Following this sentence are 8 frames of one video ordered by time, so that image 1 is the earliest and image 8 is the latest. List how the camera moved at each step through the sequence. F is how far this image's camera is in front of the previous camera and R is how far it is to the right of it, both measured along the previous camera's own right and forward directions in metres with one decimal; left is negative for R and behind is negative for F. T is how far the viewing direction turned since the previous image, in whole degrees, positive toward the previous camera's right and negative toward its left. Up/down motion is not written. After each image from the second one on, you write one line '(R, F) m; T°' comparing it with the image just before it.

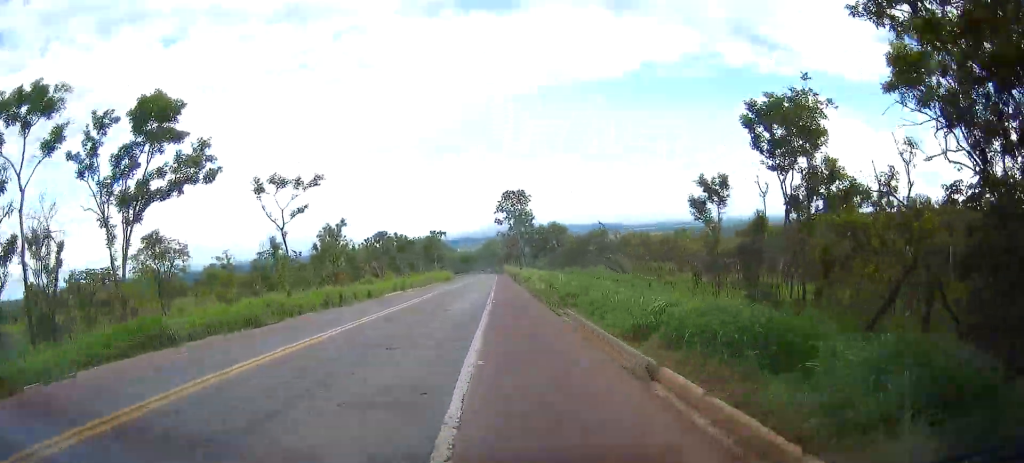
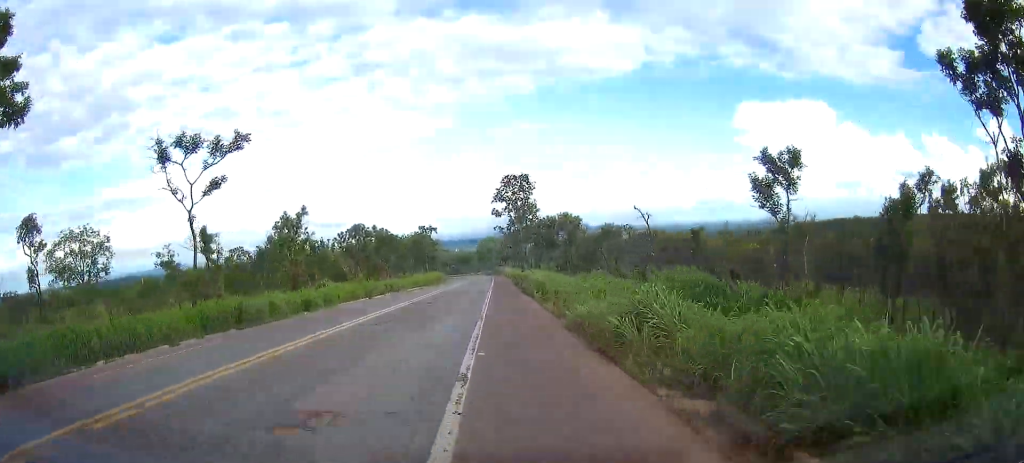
(-0.1, +15.5) m; -1°
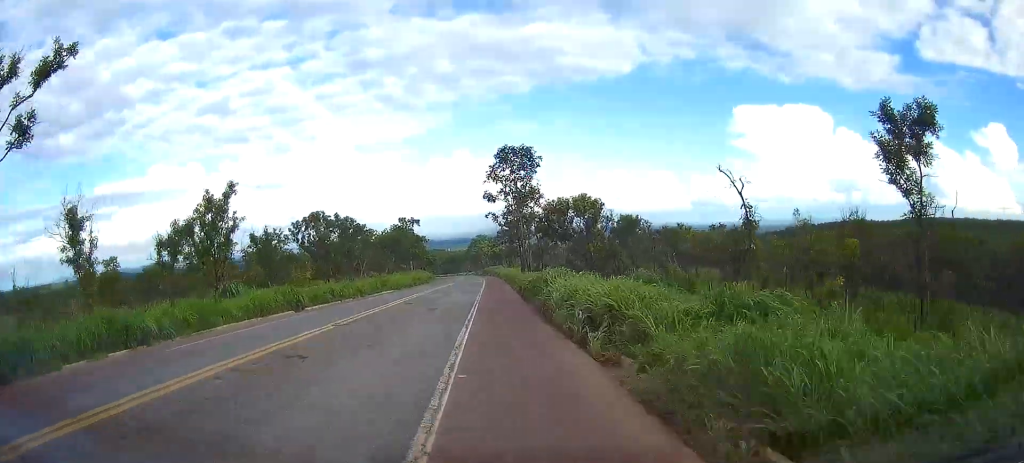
(-0.2, +16.9) m; -1°
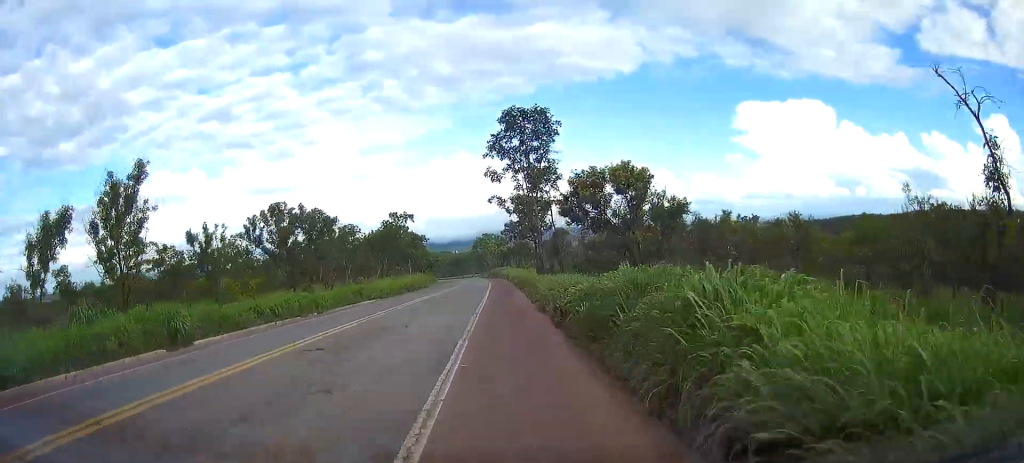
(-0.1, +14.2) m; +1°
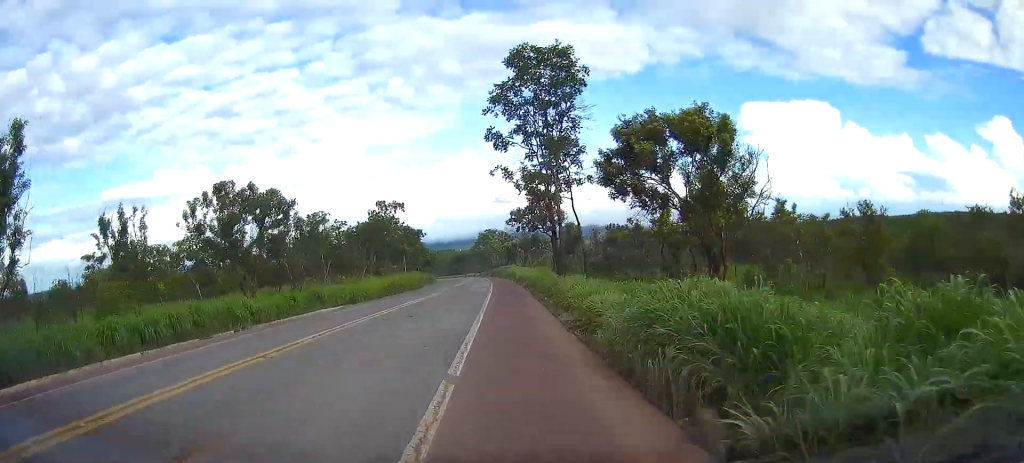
(+0.2, +12.3) m; +1°
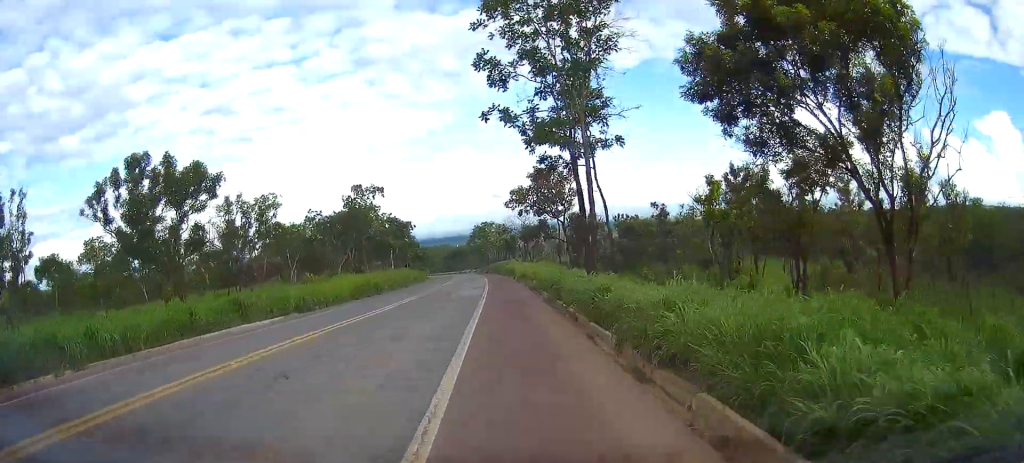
(+0.2, +11.6) m; 0°
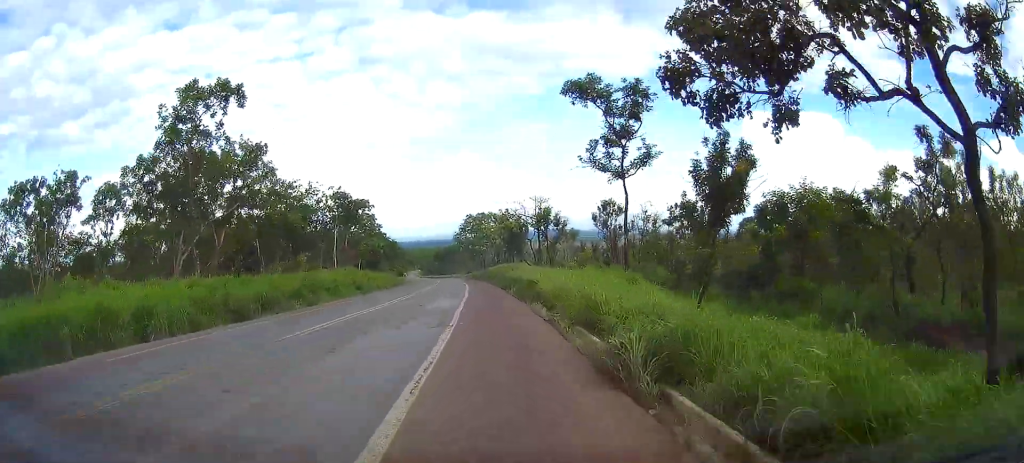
(-0.5, +37.4) m; -1°
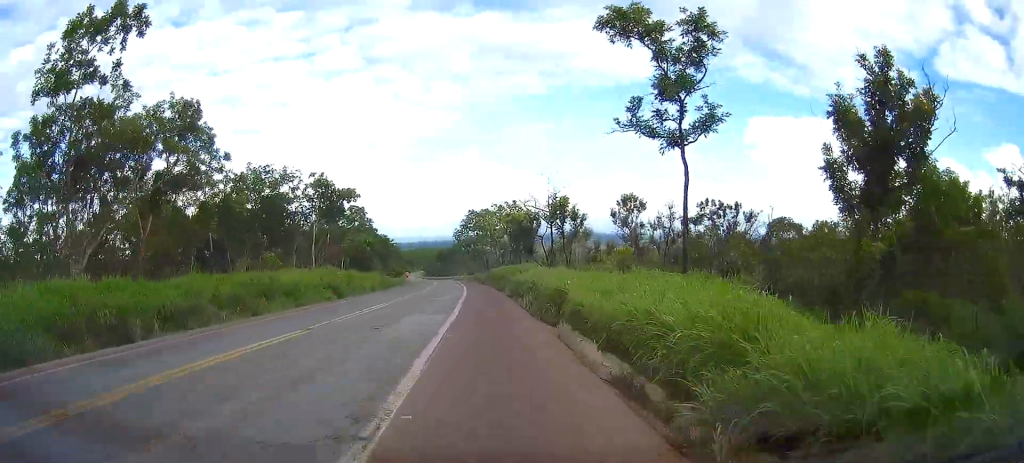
(0.0, +9.9) m; 0°
